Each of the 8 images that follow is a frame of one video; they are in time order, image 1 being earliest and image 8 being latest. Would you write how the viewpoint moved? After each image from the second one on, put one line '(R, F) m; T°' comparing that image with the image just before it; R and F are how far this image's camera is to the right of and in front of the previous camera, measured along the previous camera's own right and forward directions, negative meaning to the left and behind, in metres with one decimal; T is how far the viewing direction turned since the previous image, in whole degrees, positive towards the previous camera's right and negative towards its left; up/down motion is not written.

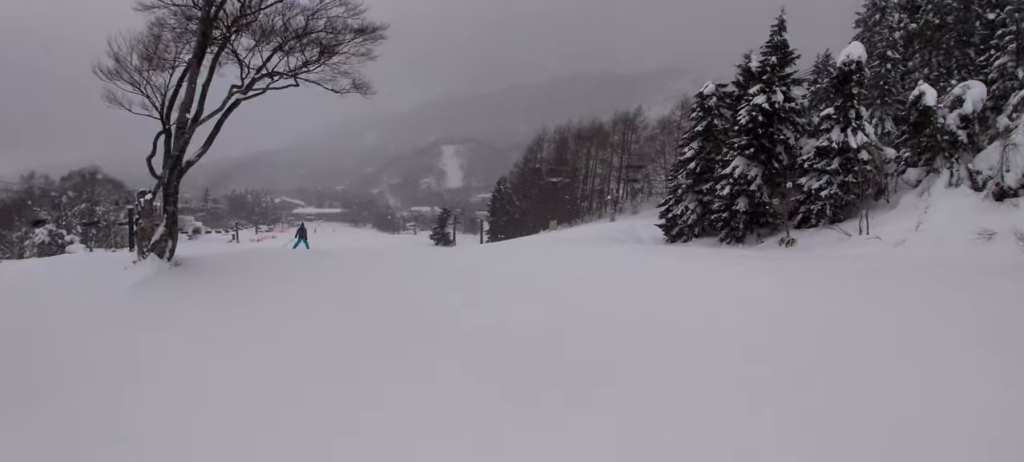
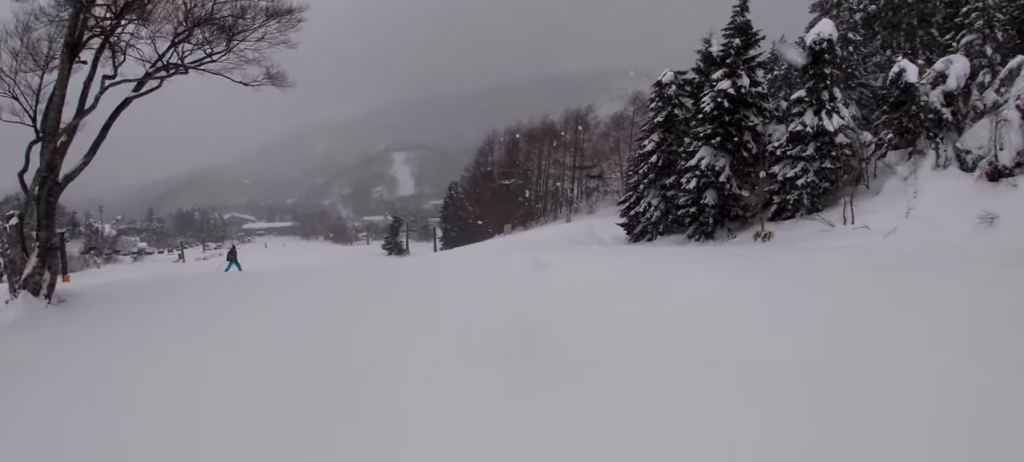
(+0.1, +2.7) m; -6°
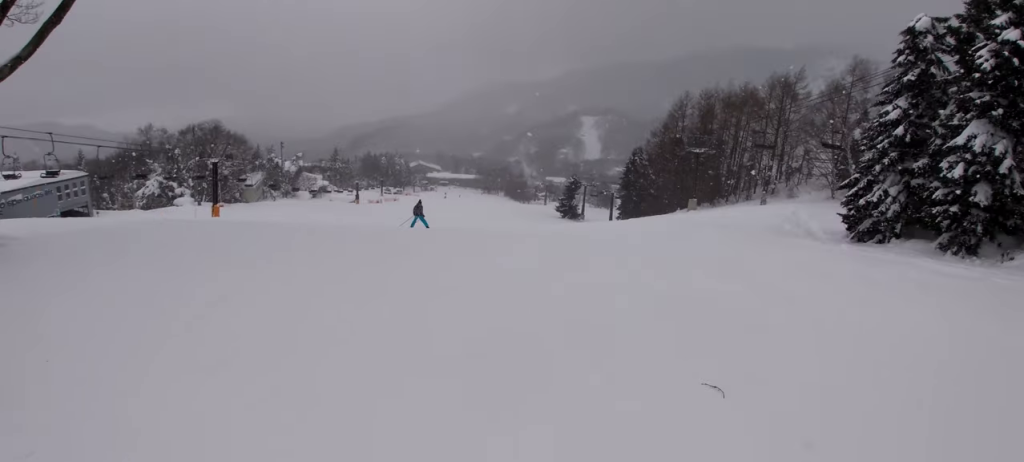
(-1.5, +6.3) m; -23°
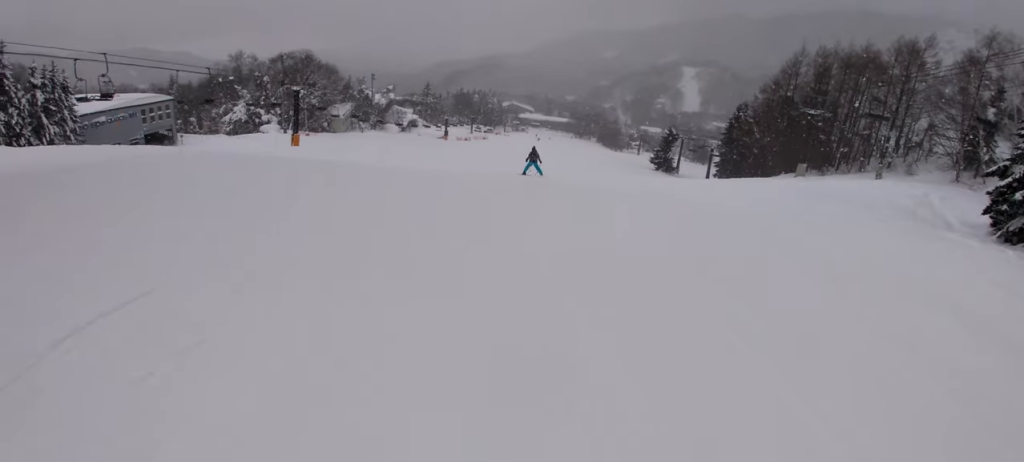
(-0.7, +3.0) m; -3°
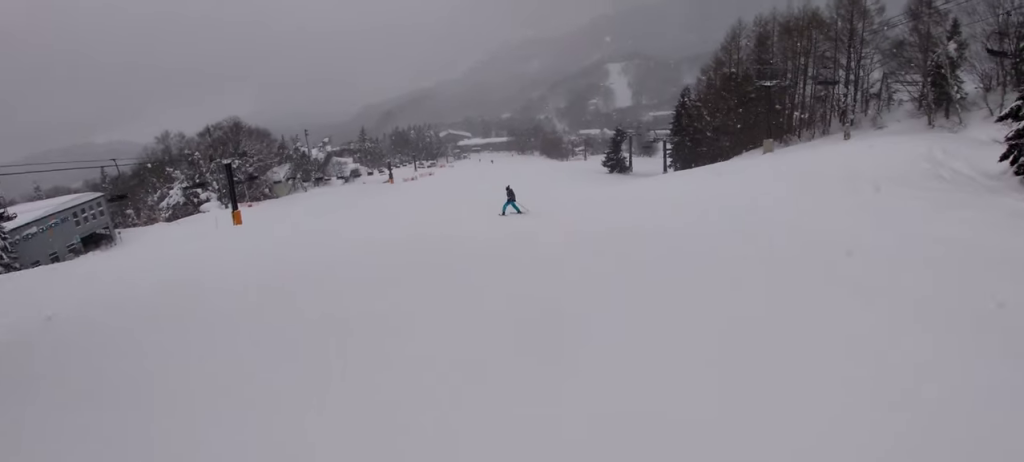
(0.0, +4.0) m; +11°
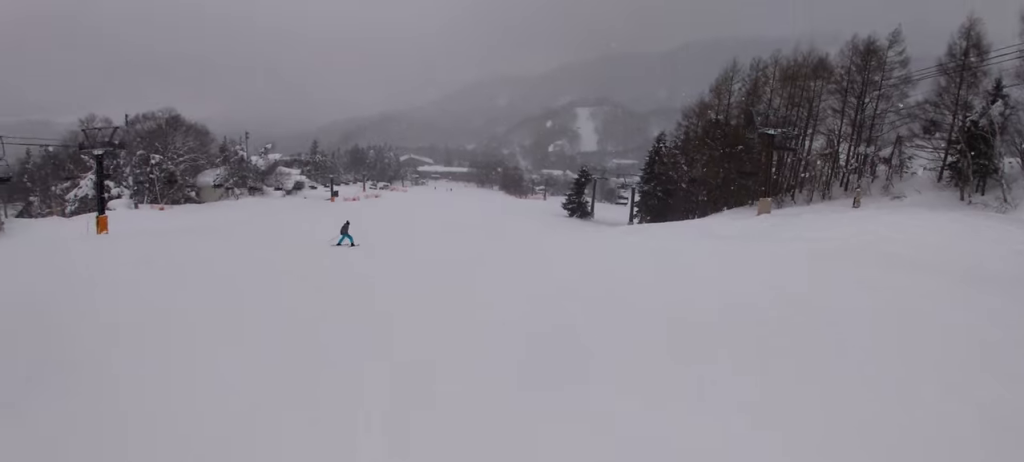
(+2.9, +13.0) m; +3°
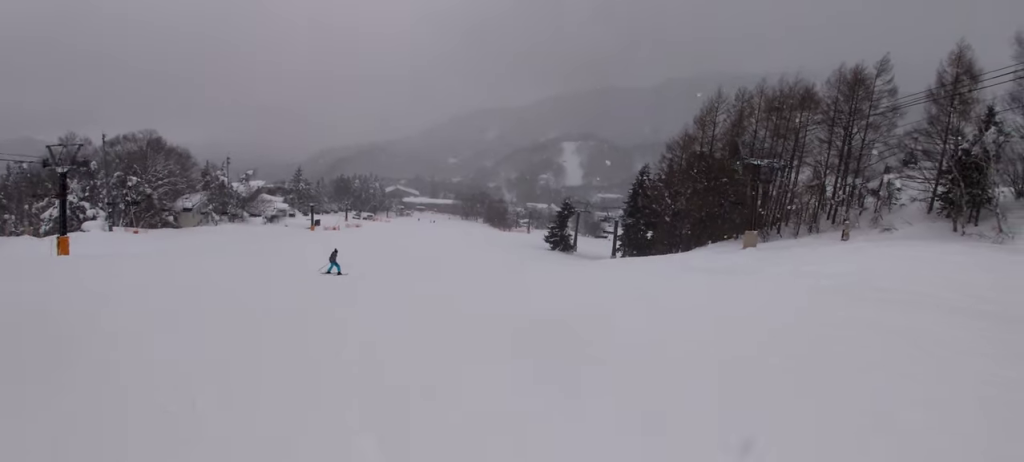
(0.0, +2.5) m; -1°
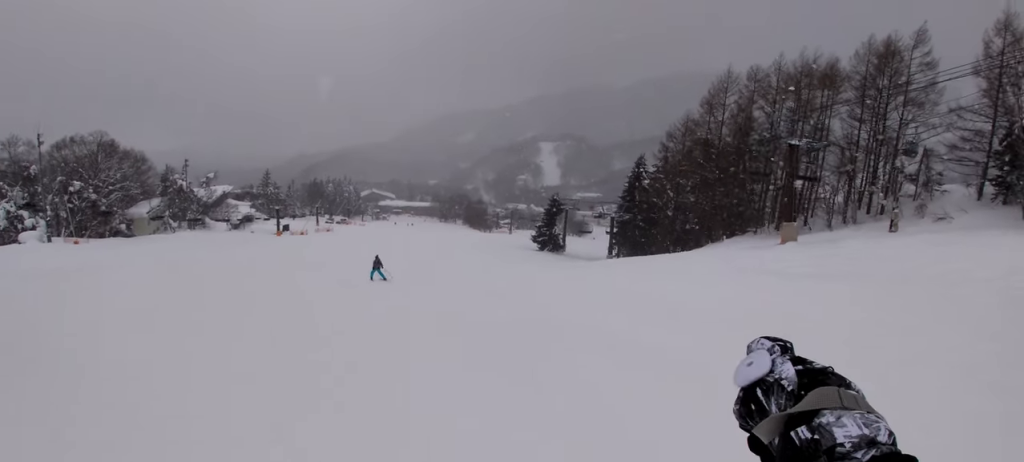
(0.0, +9.8) m; +1°
